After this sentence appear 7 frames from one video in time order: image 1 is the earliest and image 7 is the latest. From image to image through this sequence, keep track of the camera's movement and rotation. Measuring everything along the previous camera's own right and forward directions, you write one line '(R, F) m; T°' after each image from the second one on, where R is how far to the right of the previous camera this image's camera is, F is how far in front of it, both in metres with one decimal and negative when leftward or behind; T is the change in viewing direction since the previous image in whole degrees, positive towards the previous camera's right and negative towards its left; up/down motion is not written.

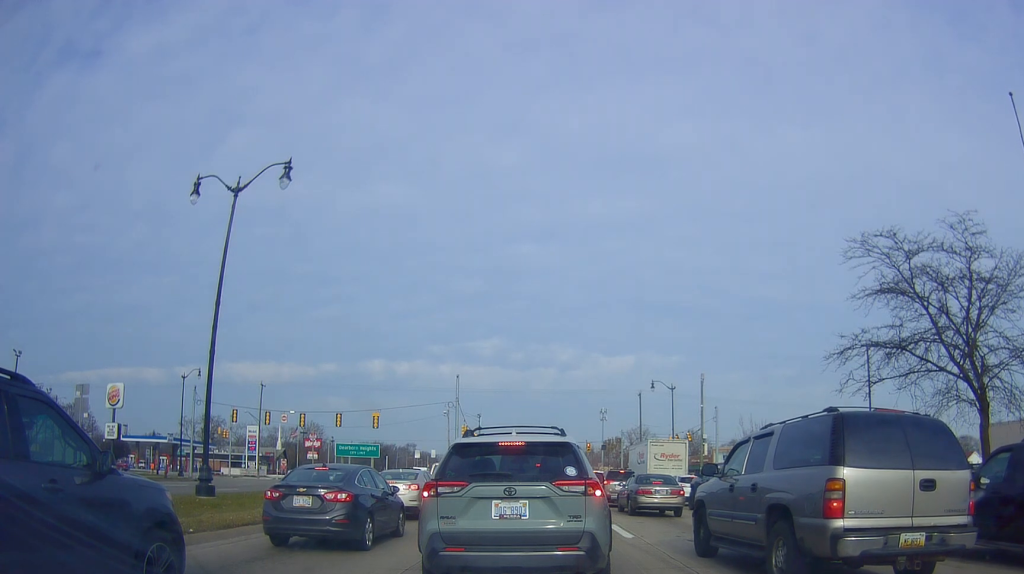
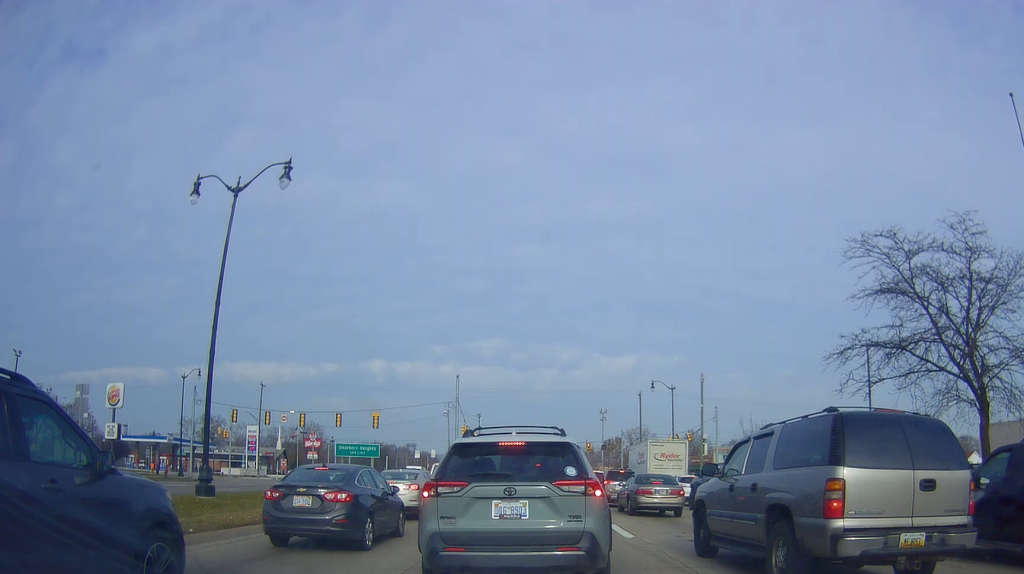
(0.0, 0.0) m; 0°
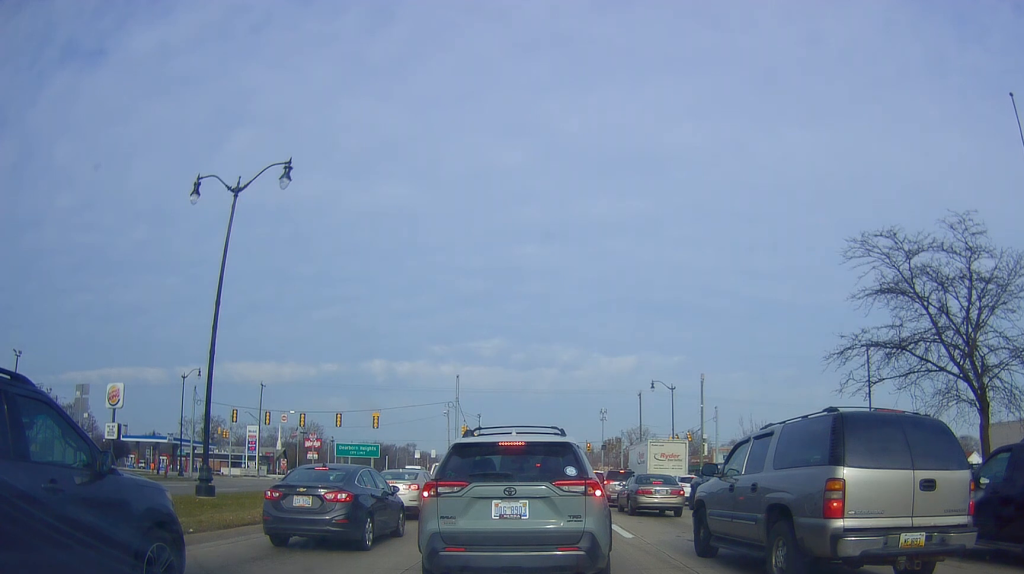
(0.0, 0.0) m; 0°
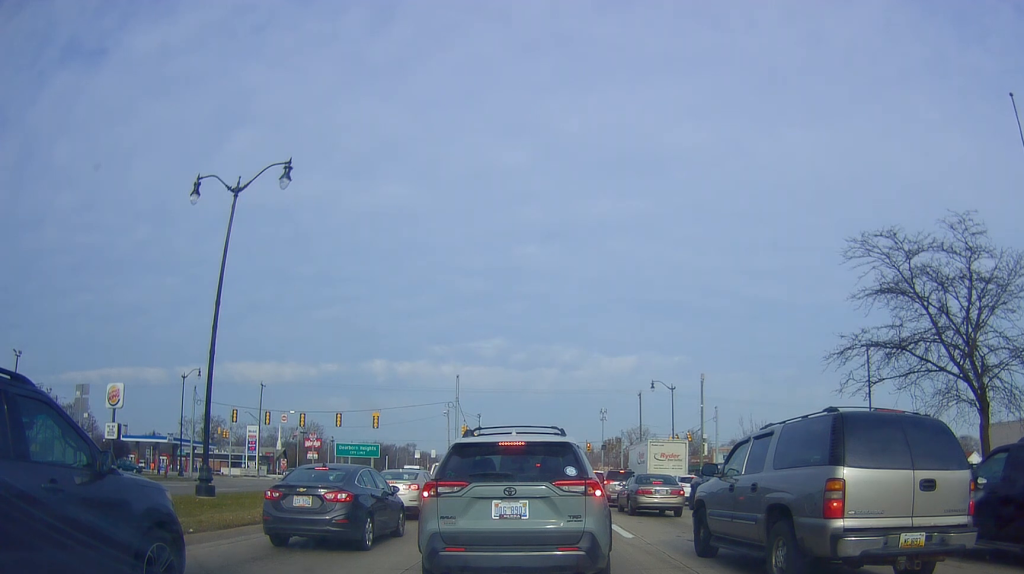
(0.0, 0.0) m; 0°
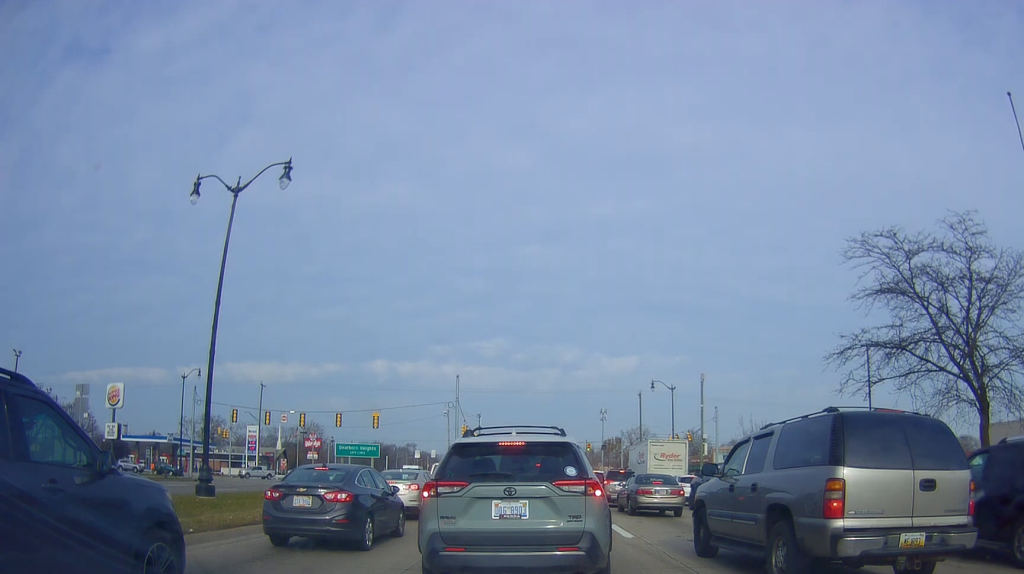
(0.0, 0.0) m; 0°
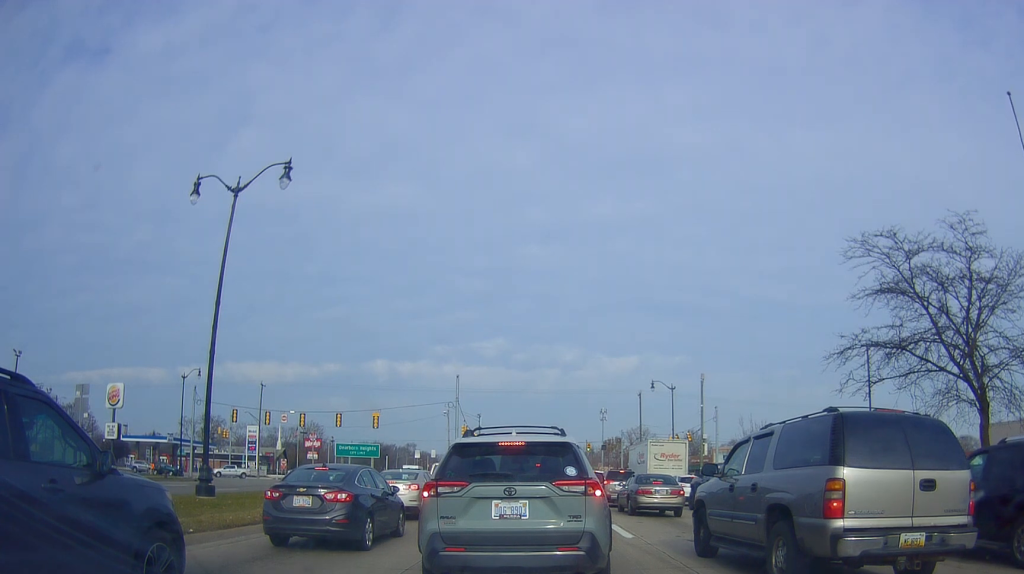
(0.0, 0.0) m; 0°
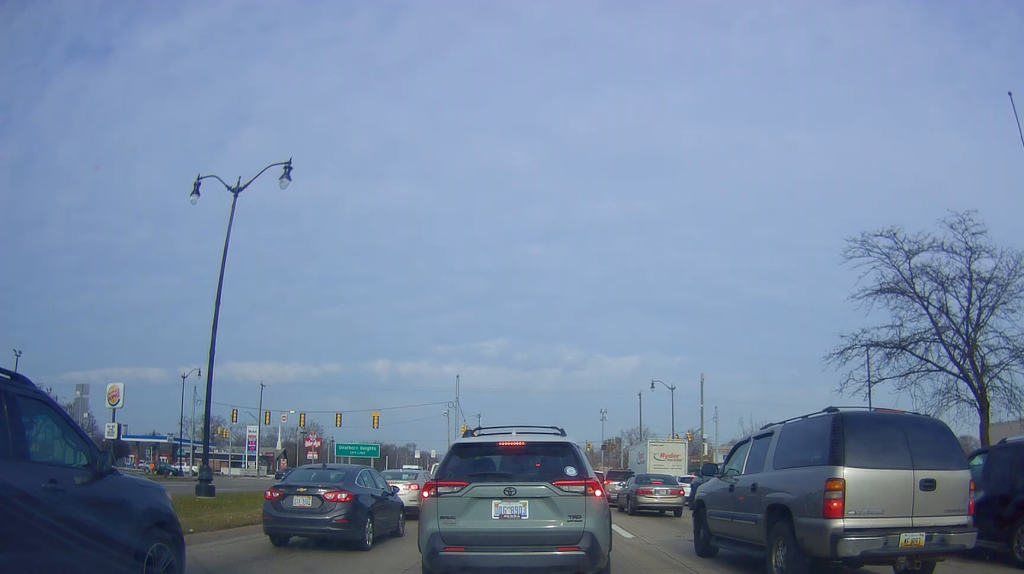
(0.0, 0.0) m; 0°
